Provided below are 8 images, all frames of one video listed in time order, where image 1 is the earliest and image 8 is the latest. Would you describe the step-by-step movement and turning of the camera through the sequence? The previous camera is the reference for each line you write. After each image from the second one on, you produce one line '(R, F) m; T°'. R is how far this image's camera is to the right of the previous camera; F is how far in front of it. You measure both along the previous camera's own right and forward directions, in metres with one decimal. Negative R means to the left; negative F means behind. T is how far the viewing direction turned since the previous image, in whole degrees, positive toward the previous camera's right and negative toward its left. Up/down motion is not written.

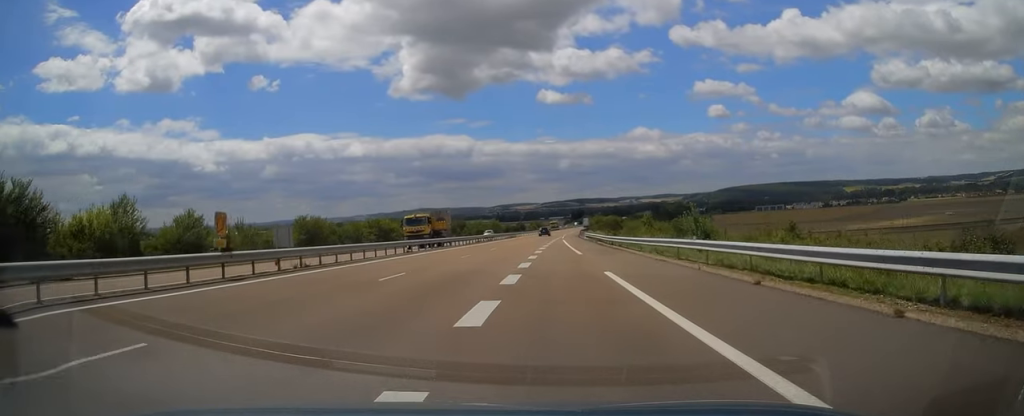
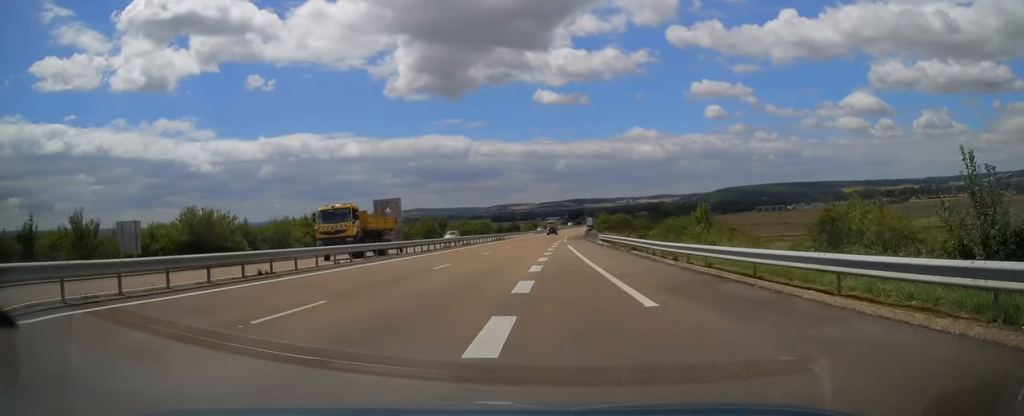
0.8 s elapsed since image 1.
(+0.1, +21.3) m; 0°
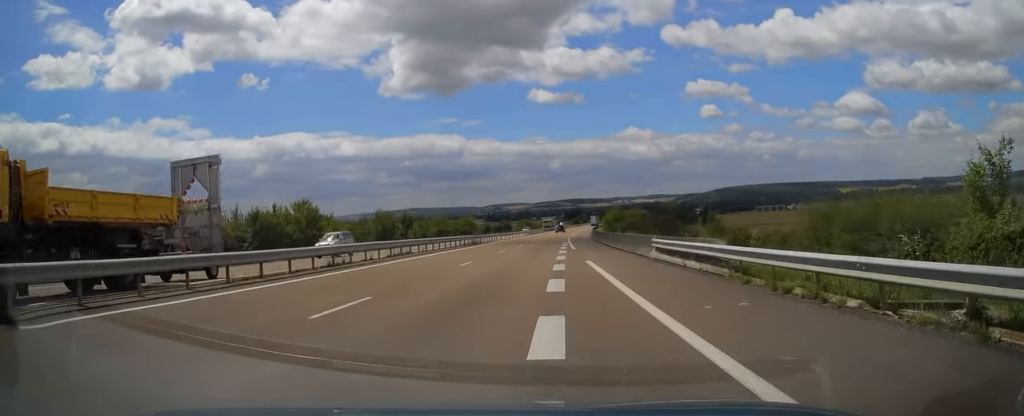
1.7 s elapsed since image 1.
(0.0, +25.8) m; 0°
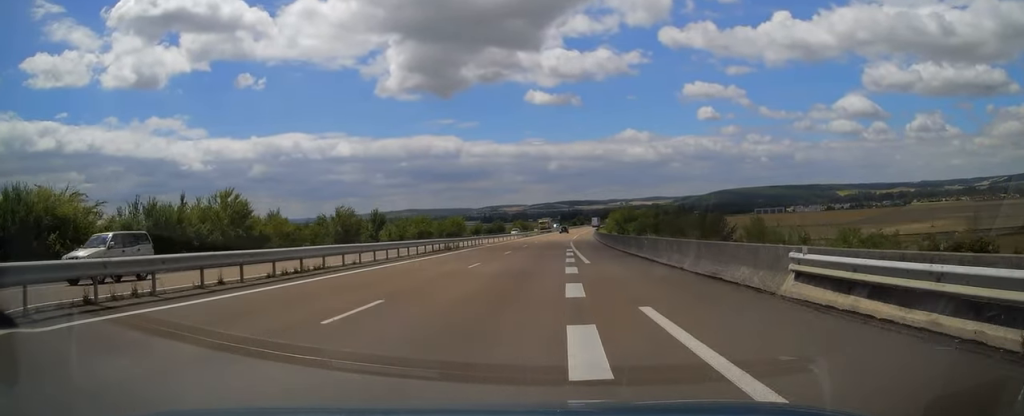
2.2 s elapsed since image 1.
(0.0, +13.7) m; 0°
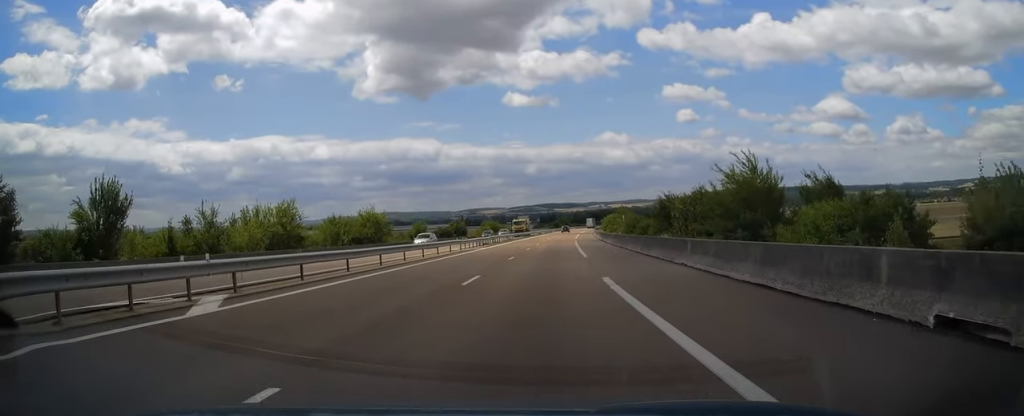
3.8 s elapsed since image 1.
(+0.5, +46.4) m; +1°
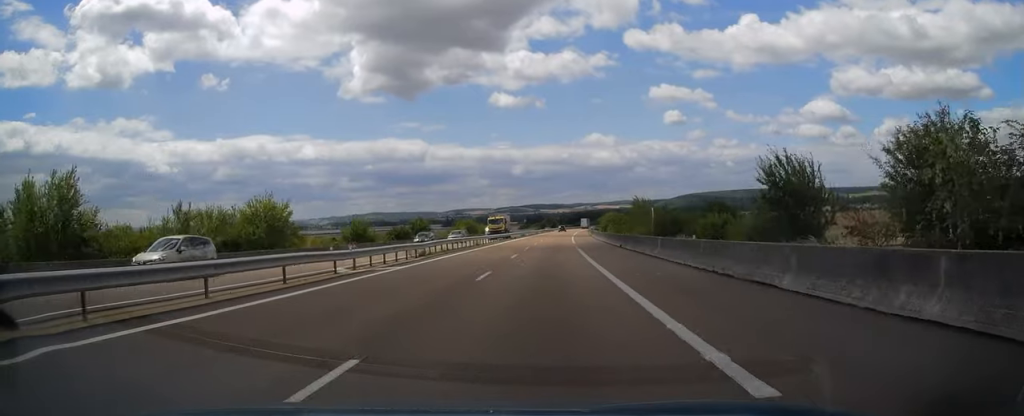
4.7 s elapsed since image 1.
(+0.1, +25.2) m; +1°
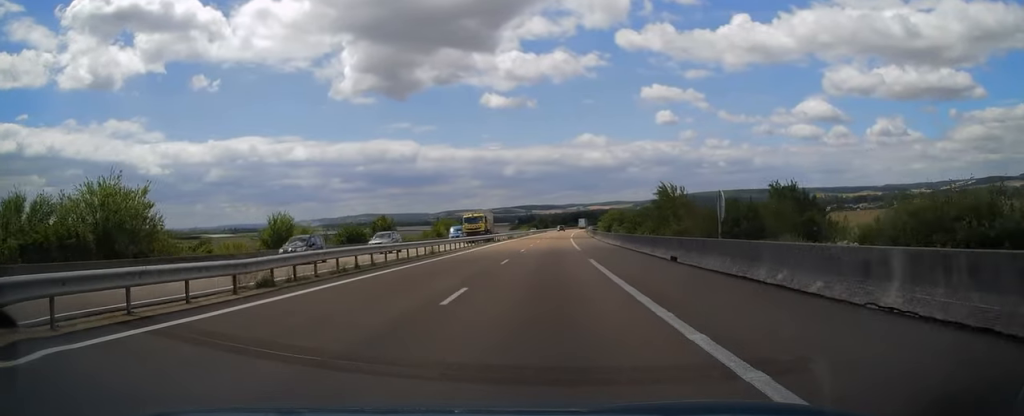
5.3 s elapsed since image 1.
(+0.1, +18.5) m; +1°
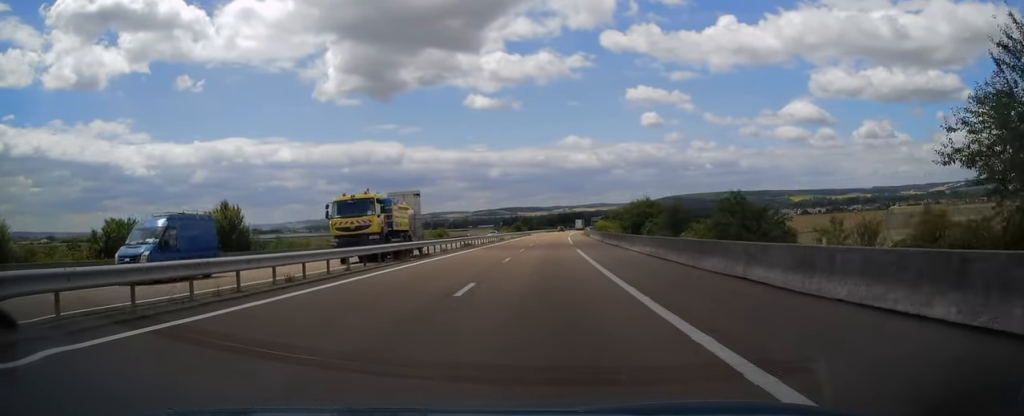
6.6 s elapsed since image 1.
(+0.5, +38.4) m; +2°
